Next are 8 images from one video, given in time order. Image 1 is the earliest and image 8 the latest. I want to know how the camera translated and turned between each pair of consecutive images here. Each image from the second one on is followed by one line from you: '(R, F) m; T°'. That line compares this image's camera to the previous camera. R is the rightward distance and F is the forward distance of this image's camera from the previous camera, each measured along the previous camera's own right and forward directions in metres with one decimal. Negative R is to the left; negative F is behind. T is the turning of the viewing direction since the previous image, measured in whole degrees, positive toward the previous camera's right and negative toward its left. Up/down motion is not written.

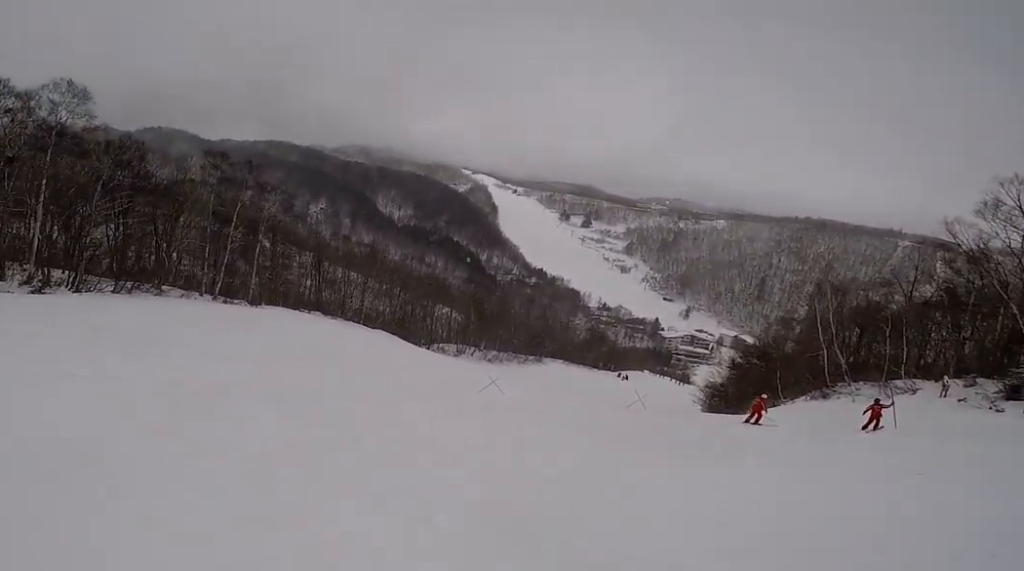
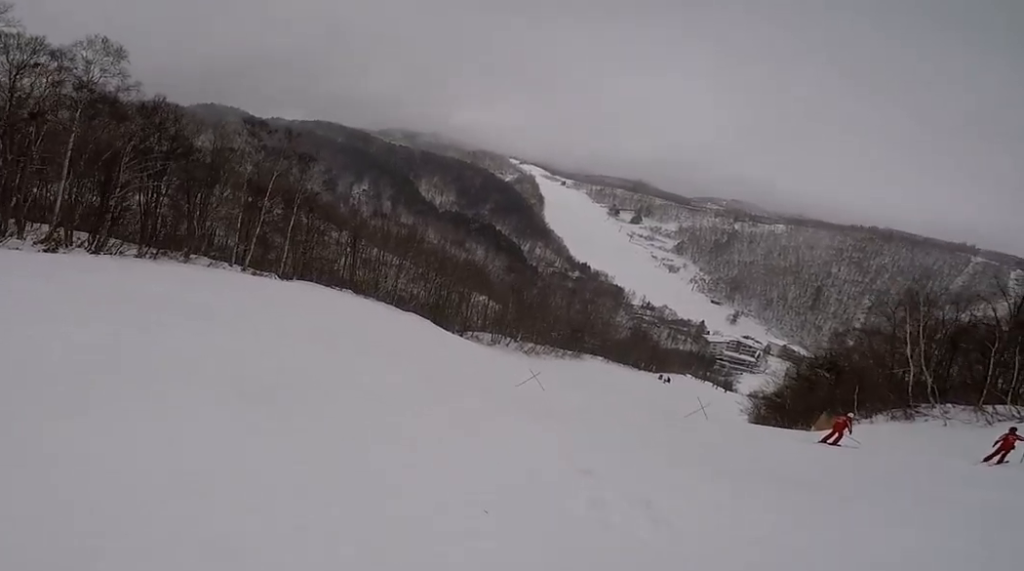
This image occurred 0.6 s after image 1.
(-0.4, +2.8) m; -13°
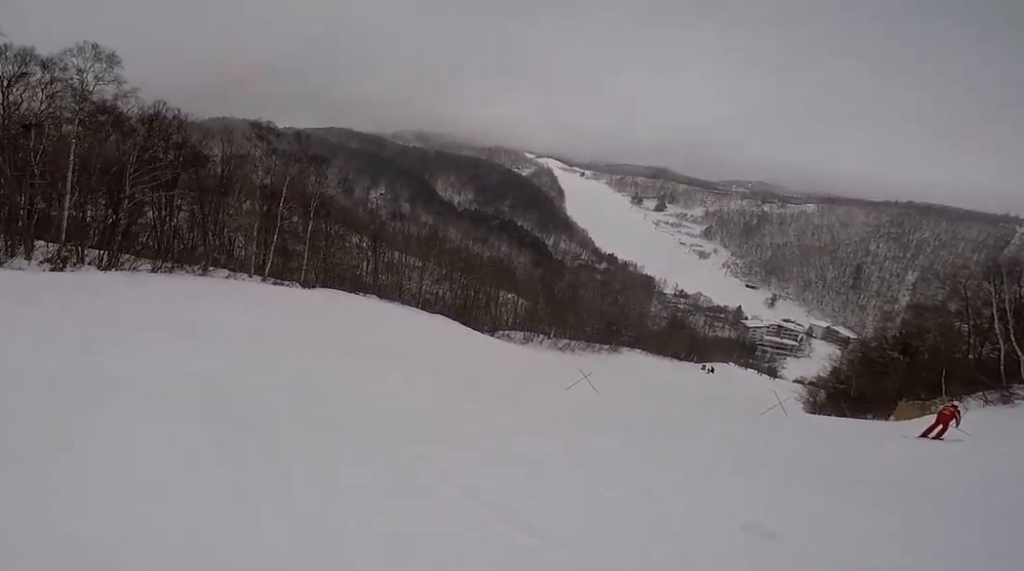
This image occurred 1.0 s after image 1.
(-0.2, +2.2) m; -6°
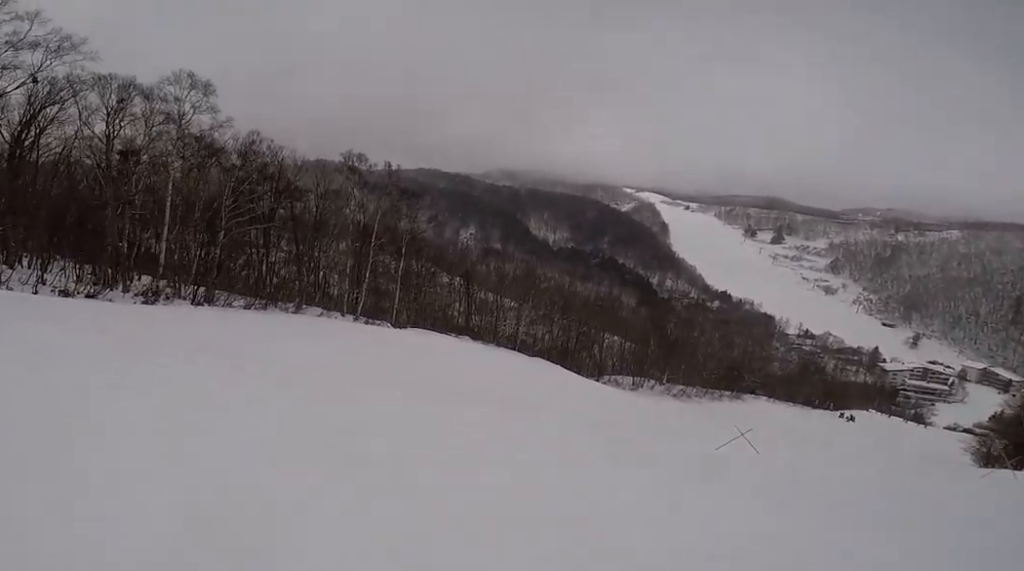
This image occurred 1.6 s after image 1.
(-0.3, +3.1) m; -4°
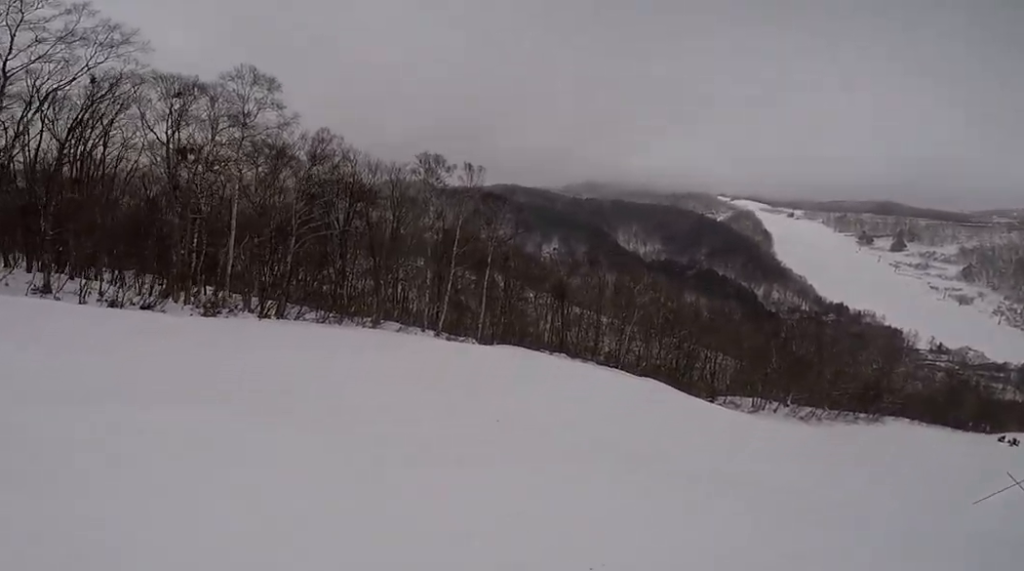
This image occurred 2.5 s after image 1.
(-0.1, +4.6) m; -6°
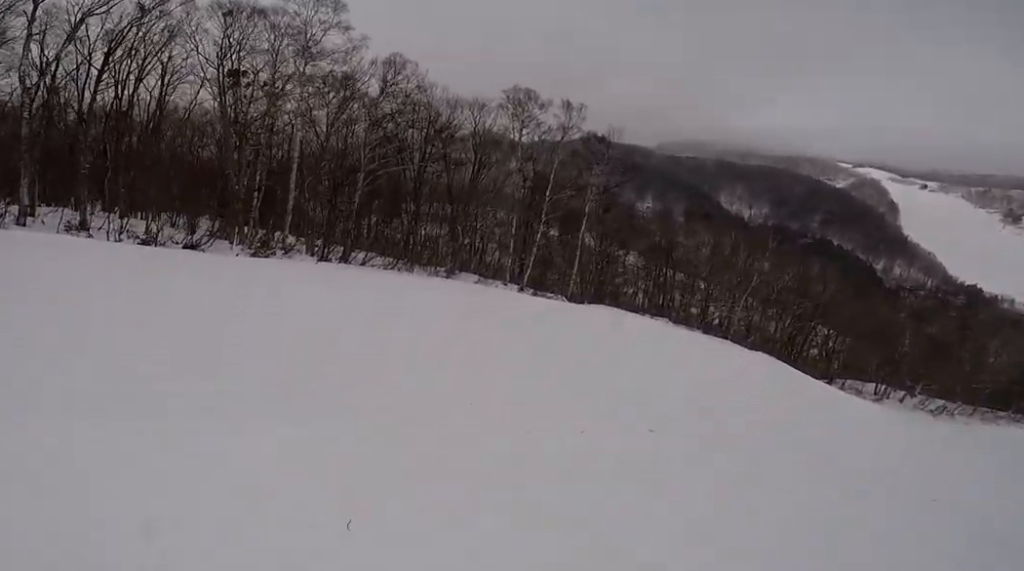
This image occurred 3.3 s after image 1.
(-0.2, +3.8) m; -6°
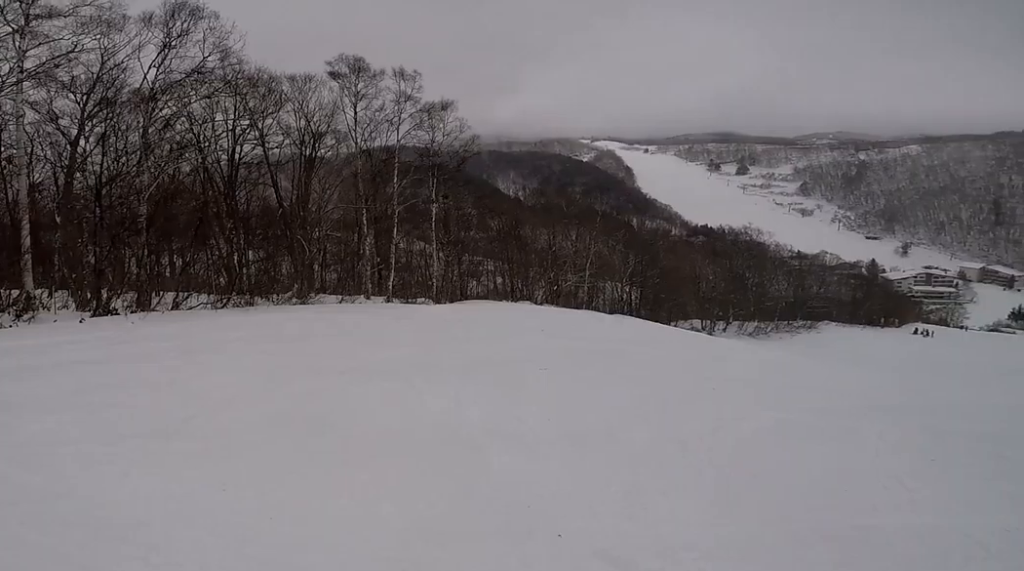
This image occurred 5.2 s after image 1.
(-0.6, +8.9) m; +6°
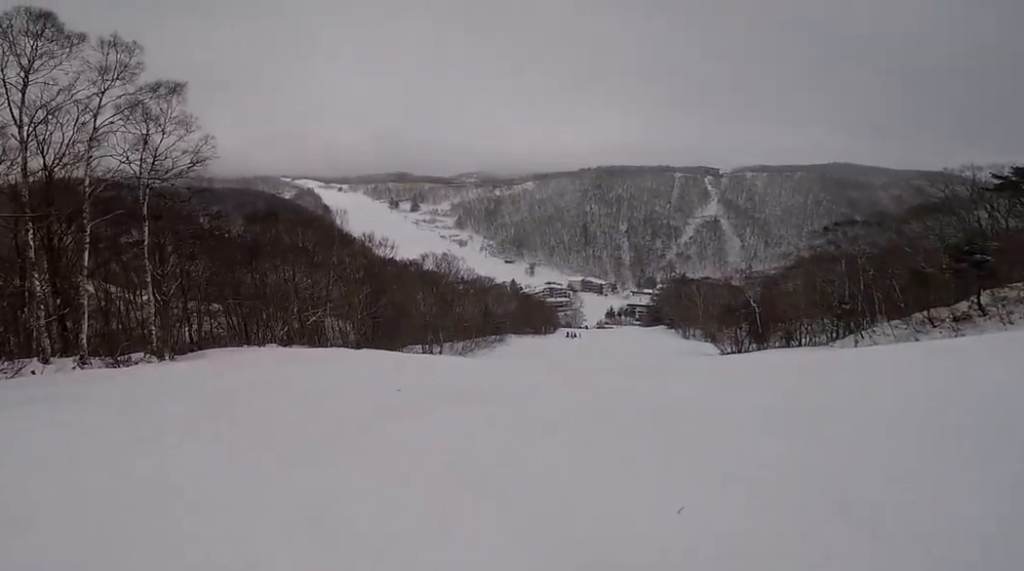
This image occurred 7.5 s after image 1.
(+3.1, +9.1) m; +33°
